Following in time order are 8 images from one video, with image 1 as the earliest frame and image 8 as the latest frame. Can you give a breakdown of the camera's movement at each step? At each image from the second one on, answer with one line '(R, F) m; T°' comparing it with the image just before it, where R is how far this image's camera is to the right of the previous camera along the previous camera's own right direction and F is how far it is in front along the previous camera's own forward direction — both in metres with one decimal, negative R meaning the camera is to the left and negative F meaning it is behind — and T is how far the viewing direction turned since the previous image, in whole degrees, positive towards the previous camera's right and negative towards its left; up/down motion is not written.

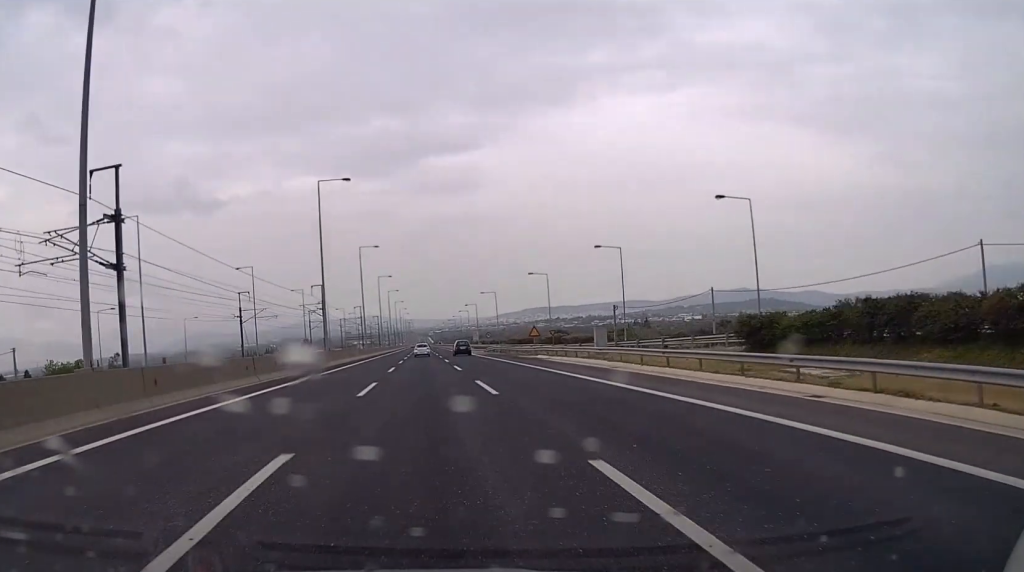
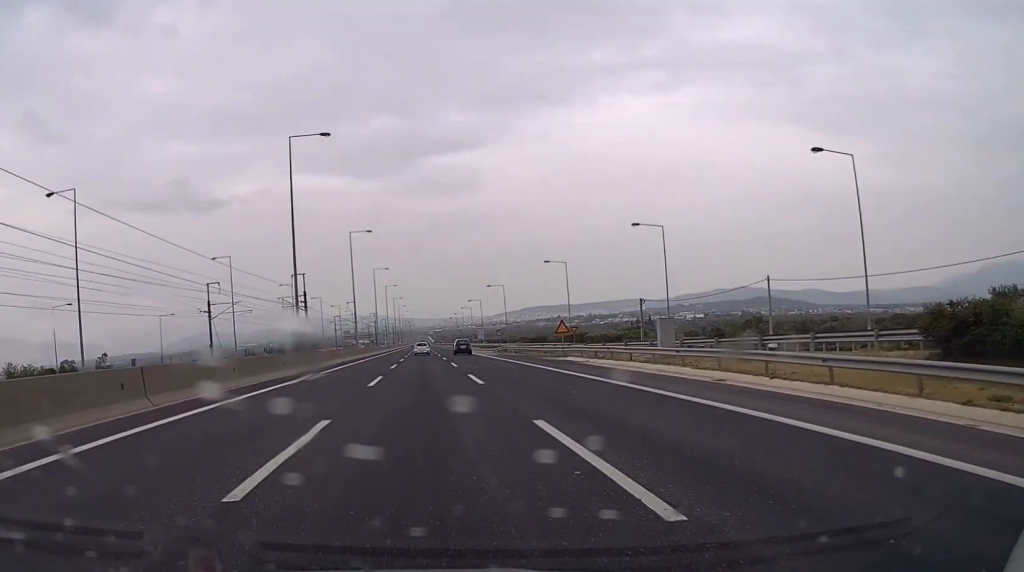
(+0.1, +13.9) m; 0°
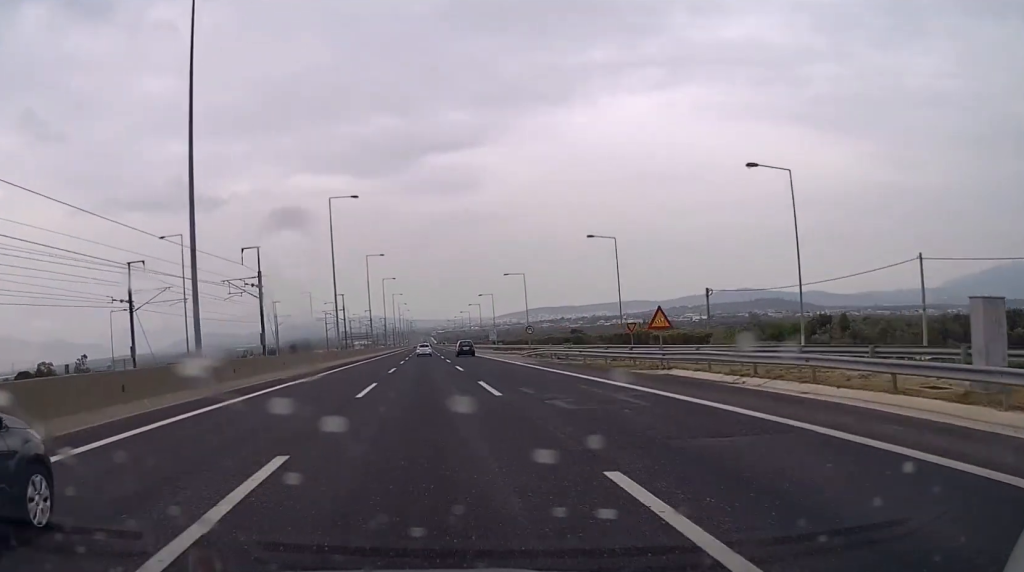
(-0.1, +22.9) m; 0°
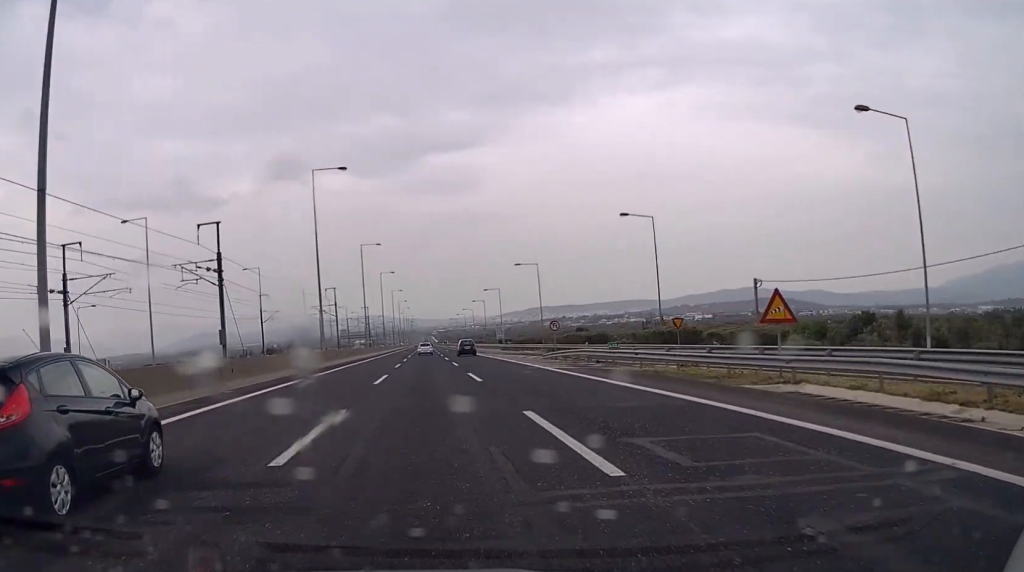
(0.0, +12.0) m; 0°
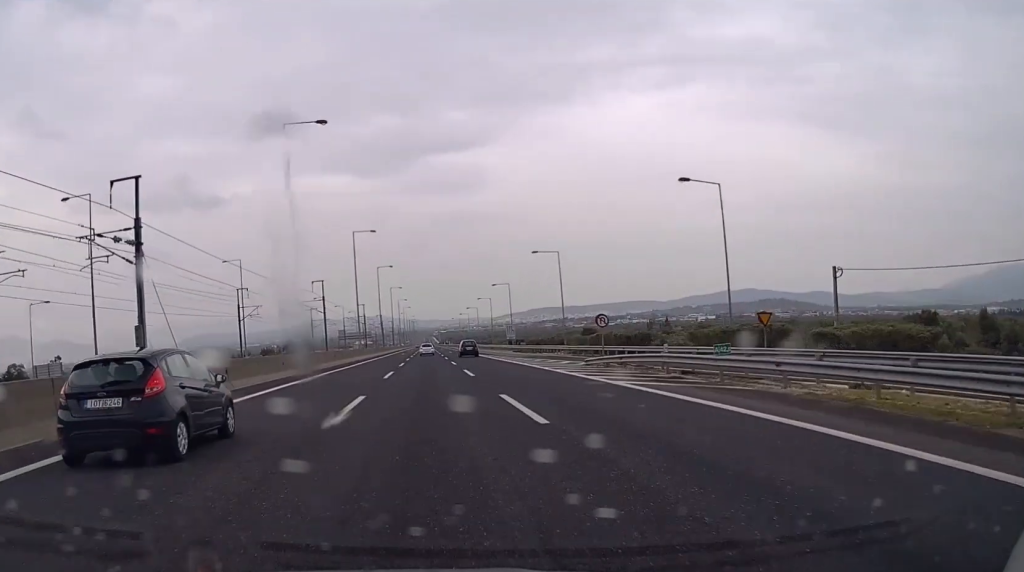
(0.0, +13.0) m; 0°
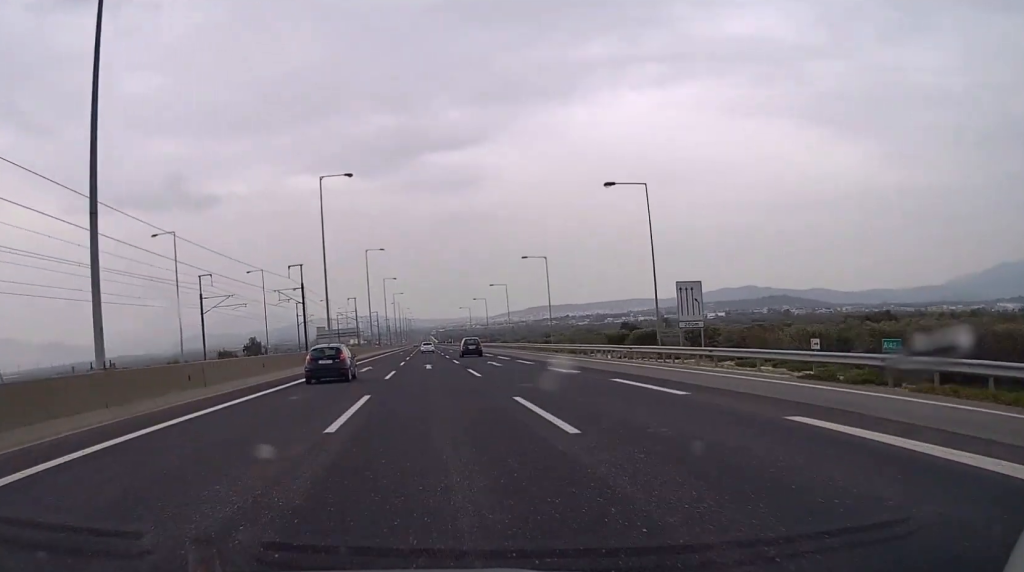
(0.0, +73.5) m; 0°
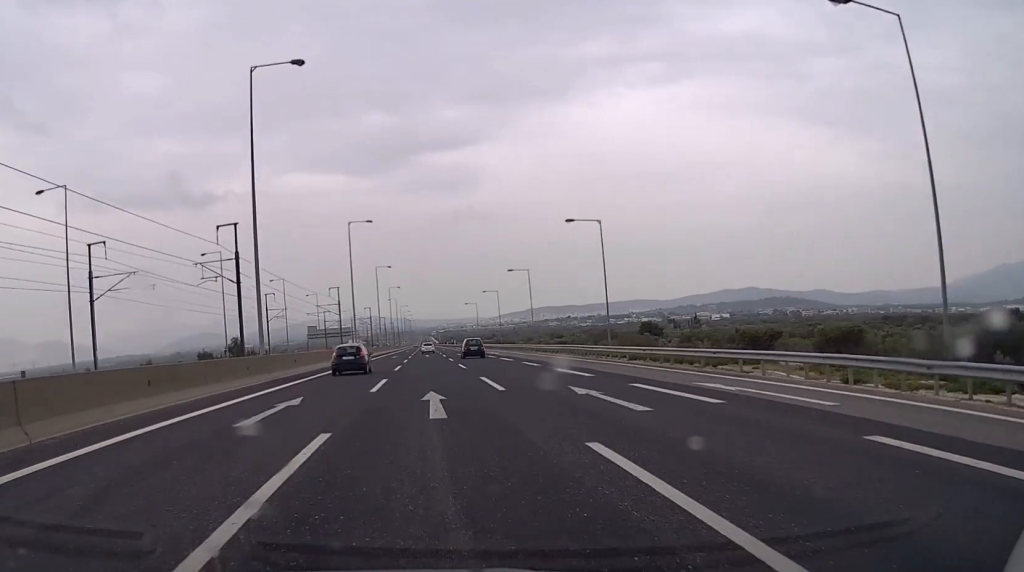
(0.0, +26.7) m; 0°
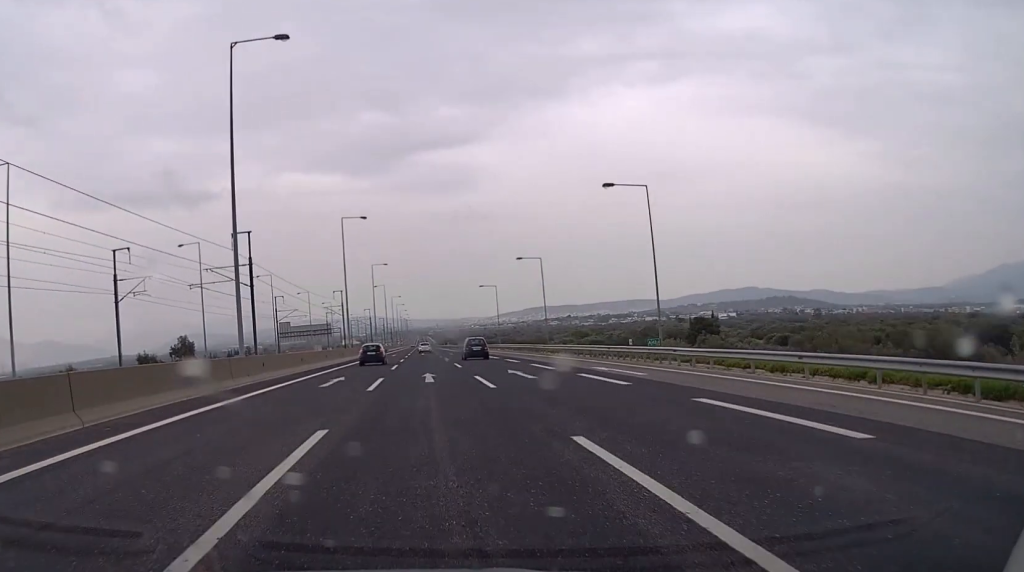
(0.0, +53.5) m; 0°
